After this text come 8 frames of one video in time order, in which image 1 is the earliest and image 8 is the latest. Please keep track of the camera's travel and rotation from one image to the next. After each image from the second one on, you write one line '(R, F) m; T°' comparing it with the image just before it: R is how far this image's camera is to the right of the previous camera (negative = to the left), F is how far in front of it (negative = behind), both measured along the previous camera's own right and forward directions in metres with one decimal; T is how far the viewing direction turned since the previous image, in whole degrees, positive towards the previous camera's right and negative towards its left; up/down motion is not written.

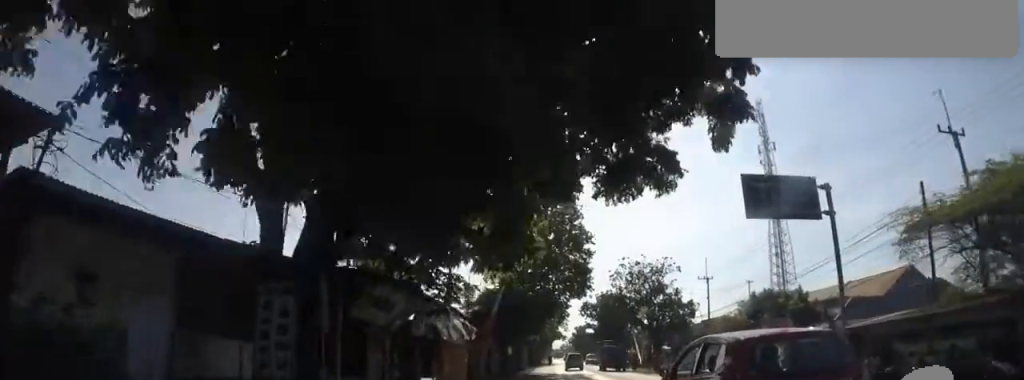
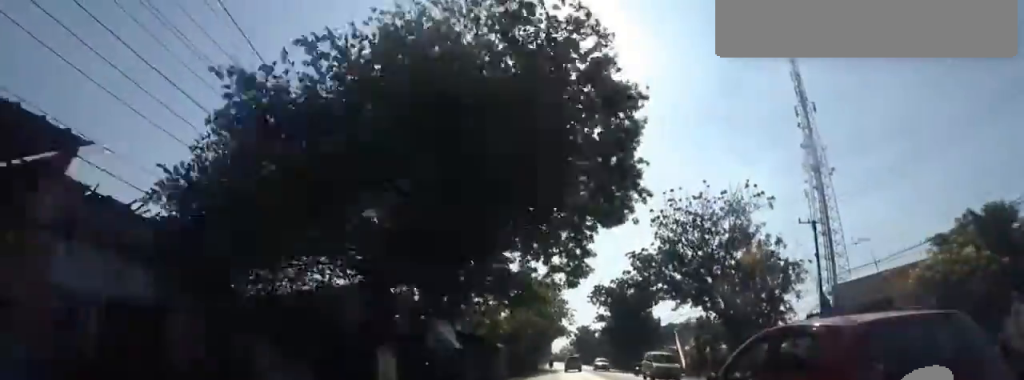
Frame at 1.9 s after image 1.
(-0.3, +23.5) m; -3°
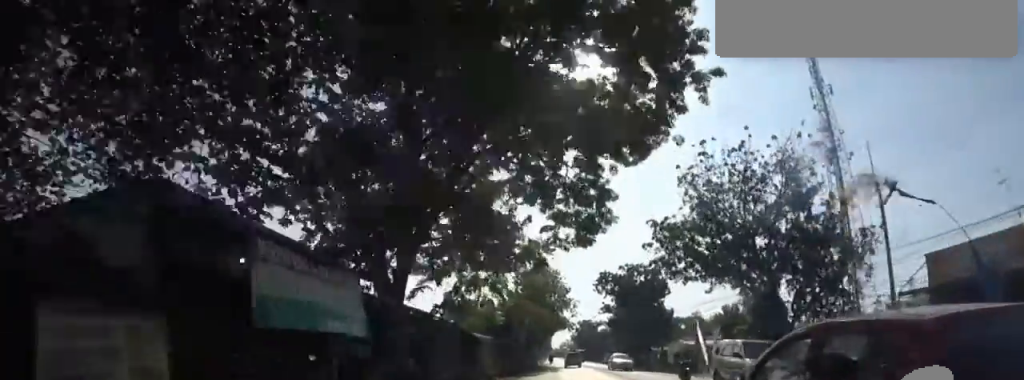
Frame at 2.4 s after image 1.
(+0.2, +7.4) m; 0°
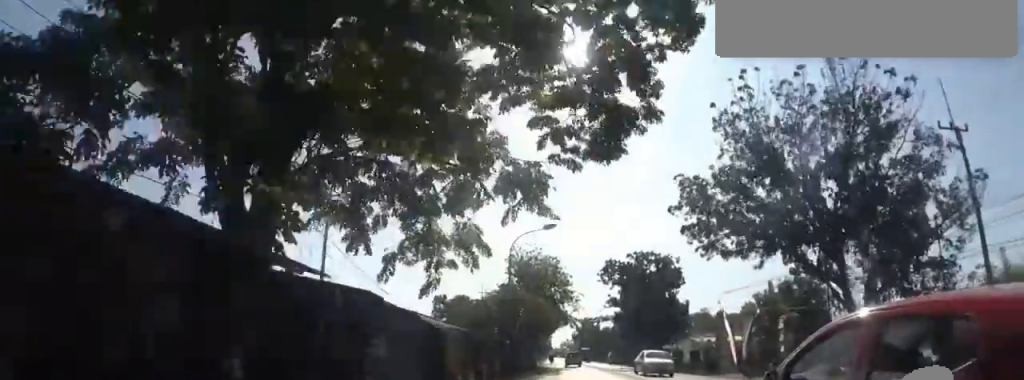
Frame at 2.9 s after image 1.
(+0.1, +6.5) m; 0°
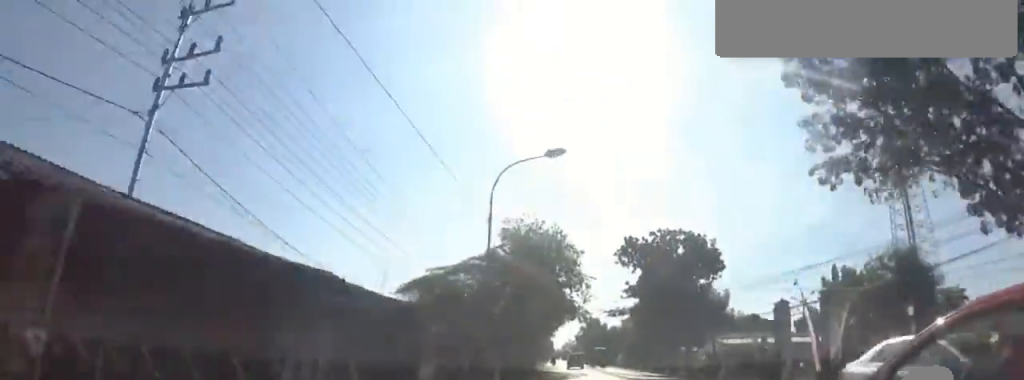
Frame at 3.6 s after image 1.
(-0.2, +11.2) m; -1°
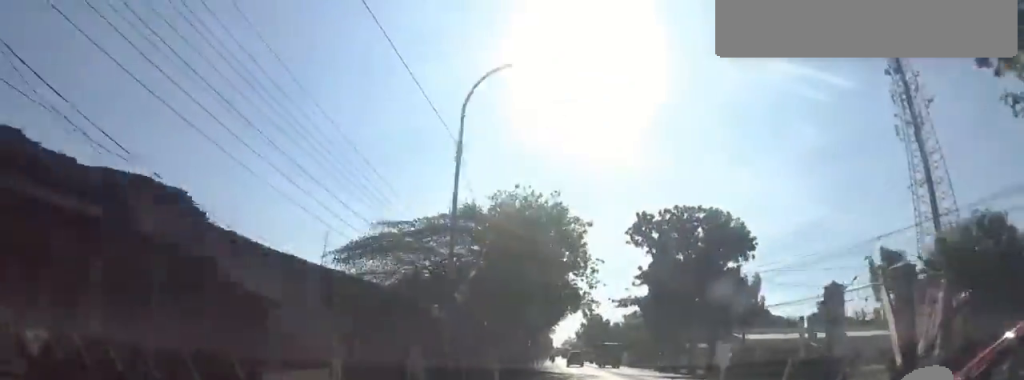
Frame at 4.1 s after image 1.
(0.0, +6.5) m; 0°
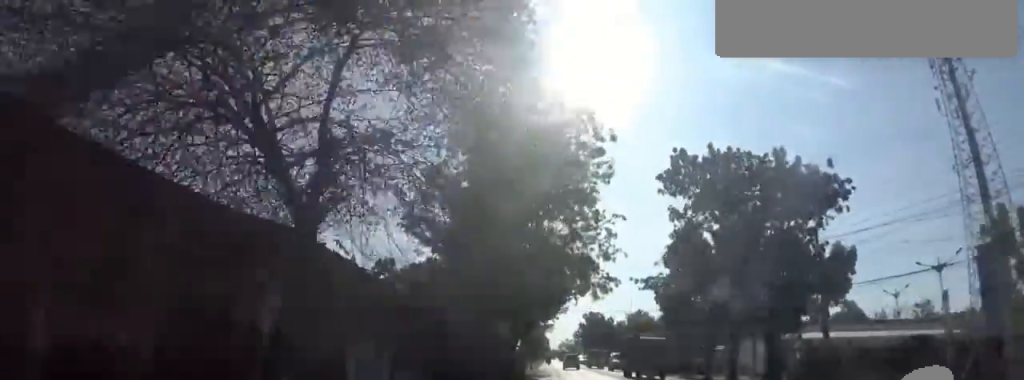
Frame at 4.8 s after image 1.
(0.0, +11.1) m; 0°
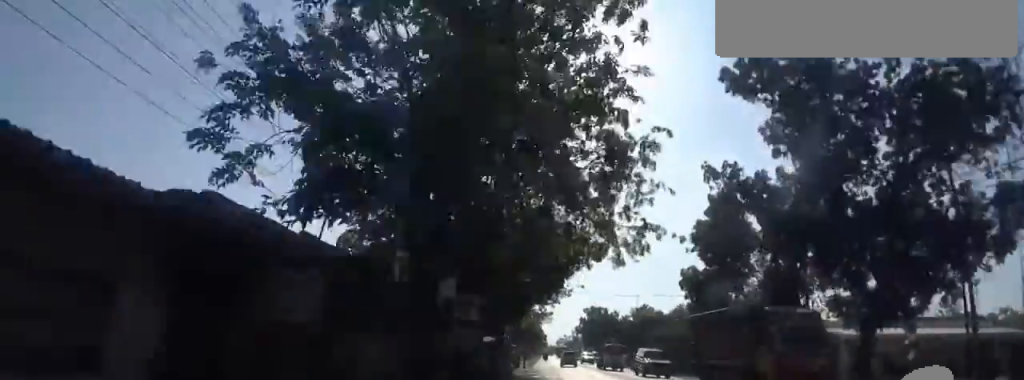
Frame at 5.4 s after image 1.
(0.0, +9.3) m; +1°
